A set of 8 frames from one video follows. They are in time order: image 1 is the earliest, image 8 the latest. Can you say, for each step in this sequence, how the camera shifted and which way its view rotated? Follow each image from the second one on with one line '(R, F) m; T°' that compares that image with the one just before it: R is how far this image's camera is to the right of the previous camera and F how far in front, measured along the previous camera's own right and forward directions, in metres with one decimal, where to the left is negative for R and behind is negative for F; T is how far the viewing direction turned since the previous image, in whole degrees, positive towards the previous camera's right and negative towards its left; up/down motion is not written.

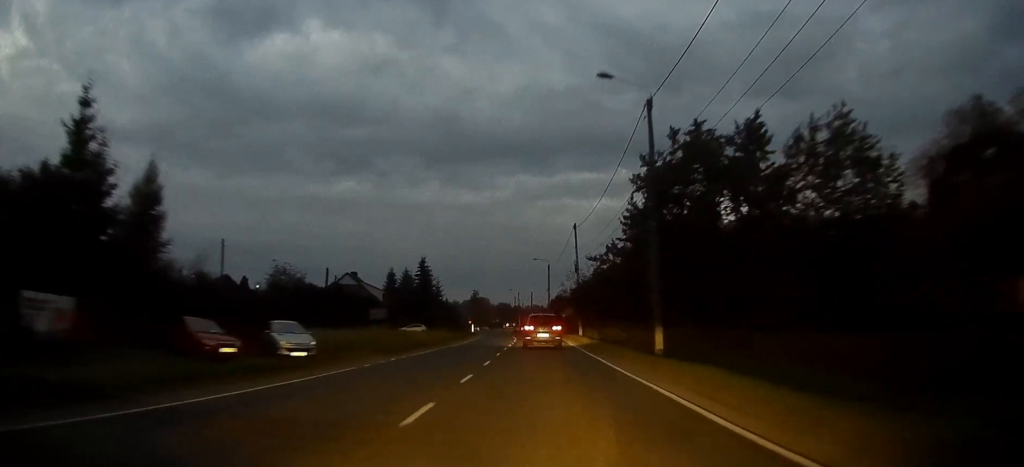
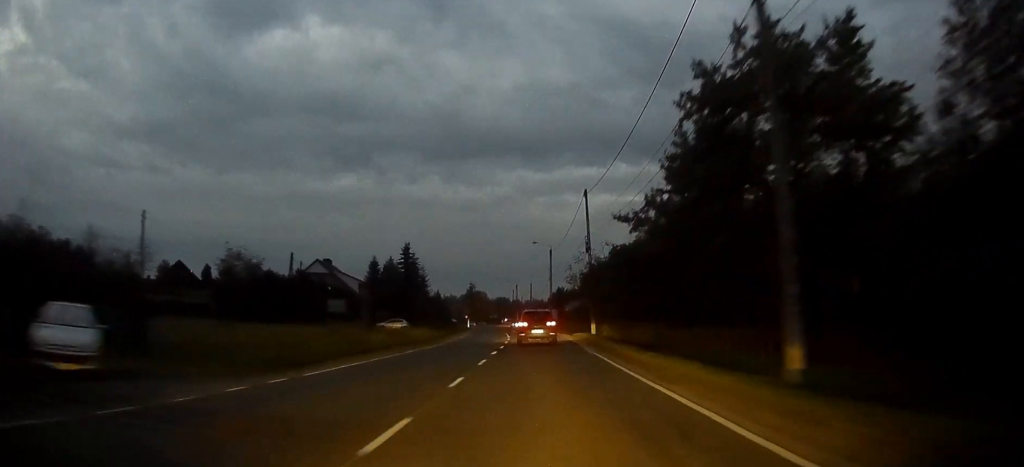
(0.0, +13.8) m; 0°
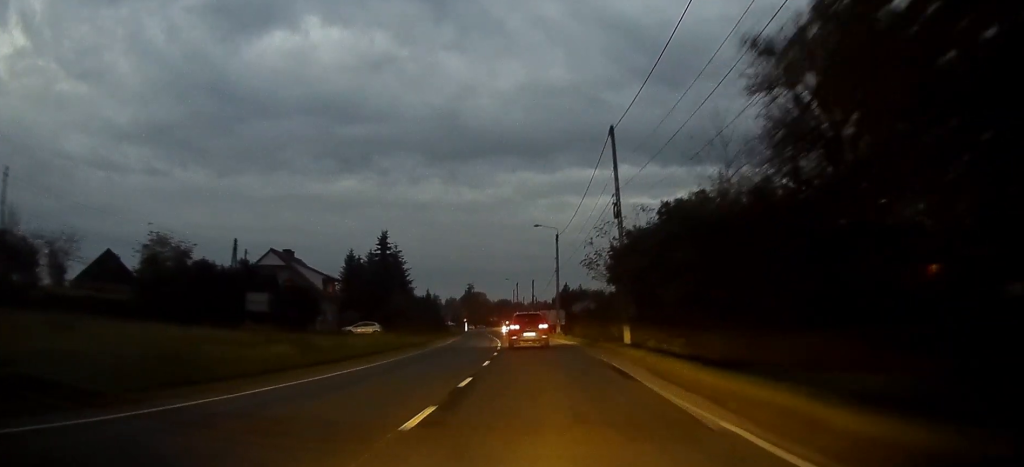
(+0.1, +16.3) m; 0°
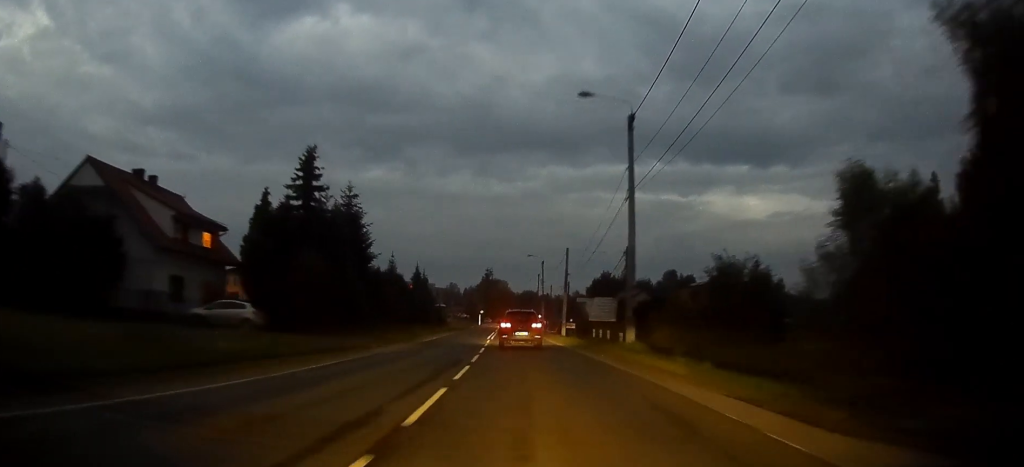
(-0.5, +36.1) m; -2°
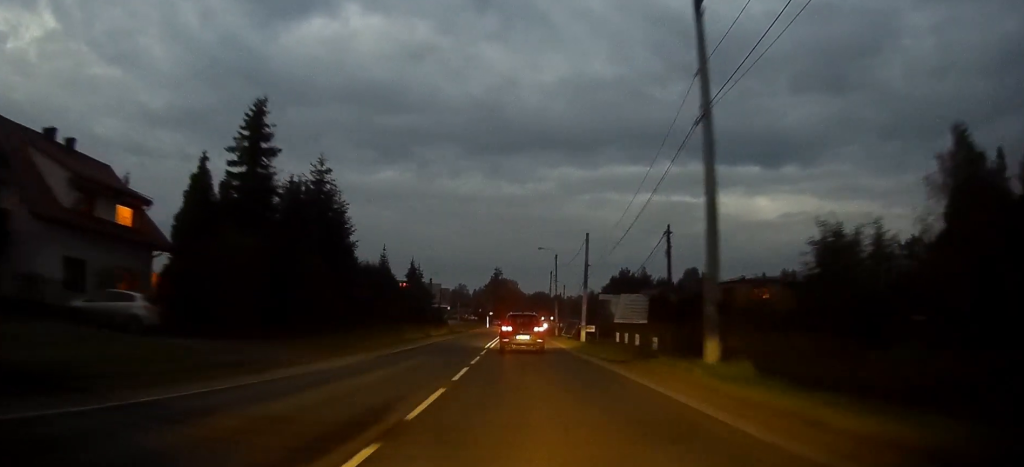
(-0.2, +11.1) m; -1°
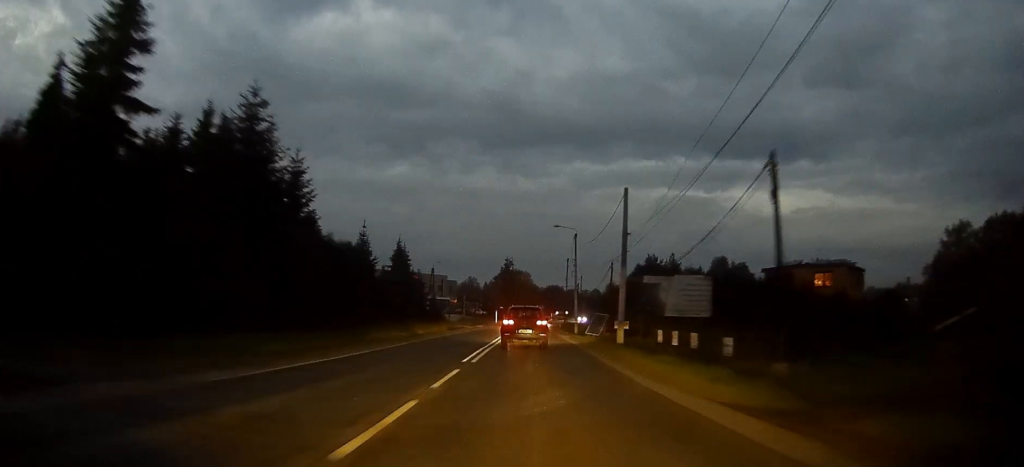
(-0.1, +14.7) m; -1°
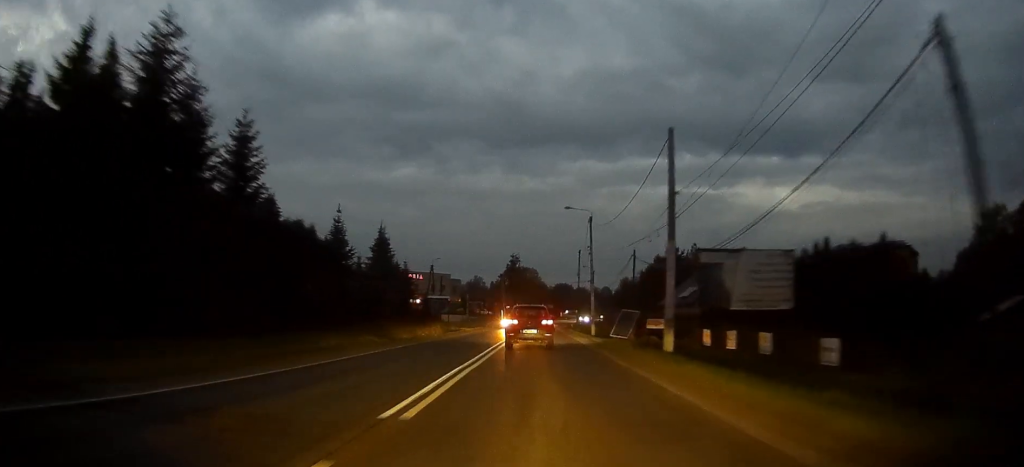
(+0.1, +10.3) m; 0°
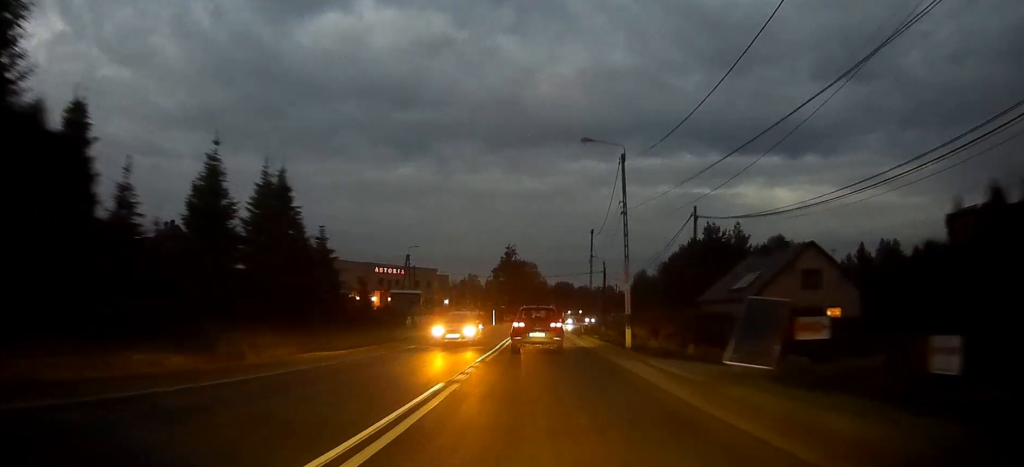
(-0.2, +21.5) m; -1°
